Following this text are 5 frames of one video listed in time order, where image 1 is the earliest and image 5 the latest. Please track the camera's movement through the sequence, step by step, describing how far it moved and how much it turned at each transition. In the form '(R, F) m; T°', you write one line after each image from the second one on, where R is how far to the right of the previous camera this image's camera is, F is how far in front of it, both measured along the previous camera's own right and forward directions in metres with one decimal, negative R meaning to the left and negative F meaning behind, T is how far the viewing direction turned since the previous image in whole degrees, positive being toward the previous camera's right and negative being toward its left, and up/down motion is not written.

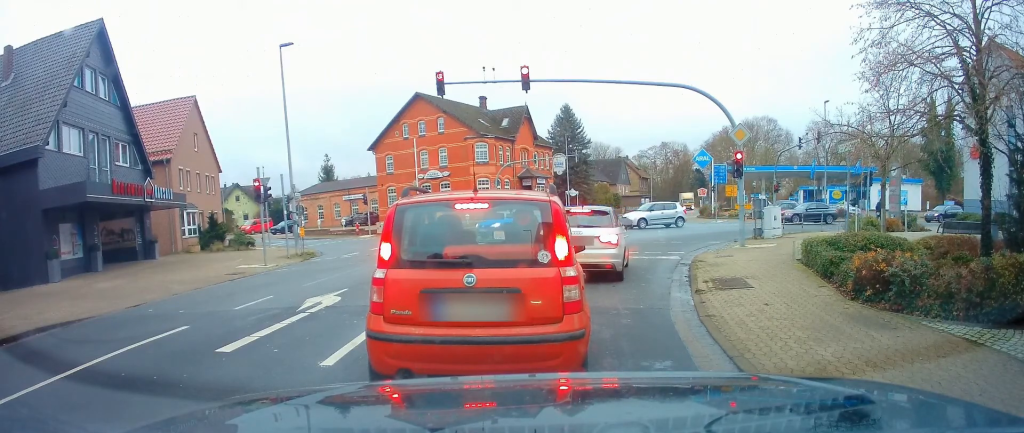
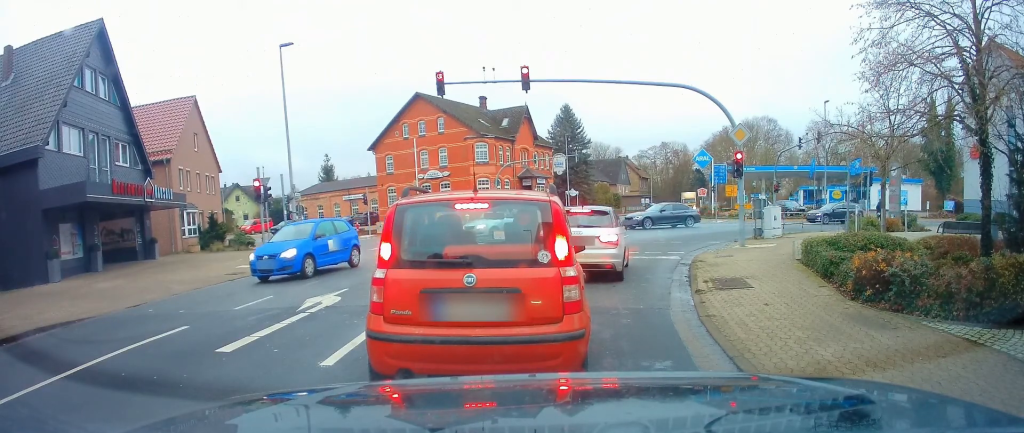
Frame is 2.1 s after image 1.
(0.0, 0.0) m; 0°
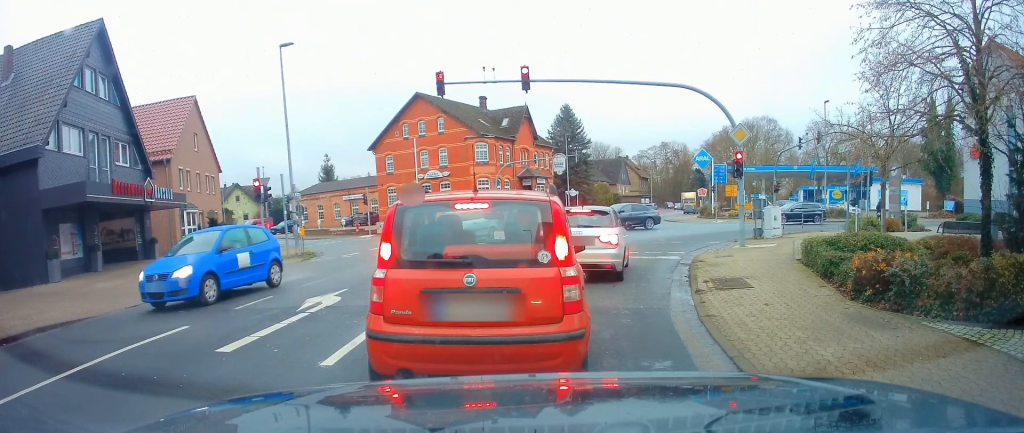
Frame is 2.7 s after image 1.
(0.0, 0.0) m; 0°
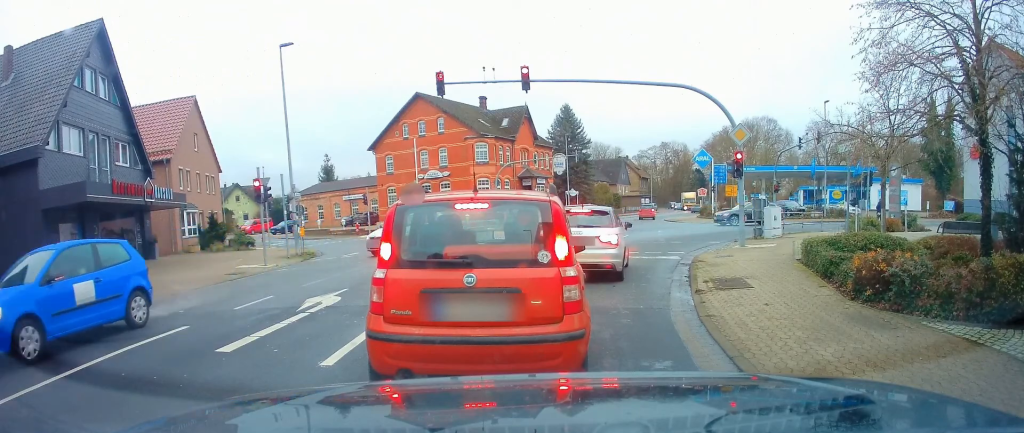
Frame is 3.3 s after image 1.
(0.0, 0.0) m; 0°
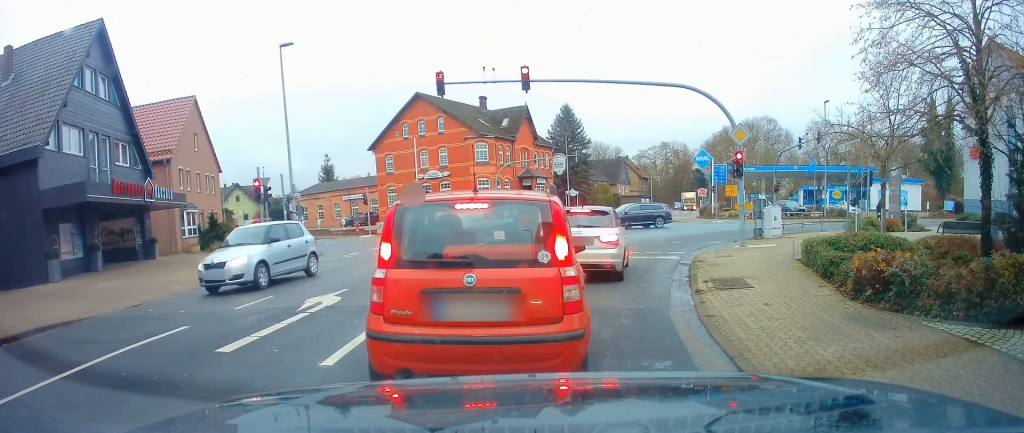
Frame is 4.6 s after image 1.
(0.0, 0.0) m; 0°
